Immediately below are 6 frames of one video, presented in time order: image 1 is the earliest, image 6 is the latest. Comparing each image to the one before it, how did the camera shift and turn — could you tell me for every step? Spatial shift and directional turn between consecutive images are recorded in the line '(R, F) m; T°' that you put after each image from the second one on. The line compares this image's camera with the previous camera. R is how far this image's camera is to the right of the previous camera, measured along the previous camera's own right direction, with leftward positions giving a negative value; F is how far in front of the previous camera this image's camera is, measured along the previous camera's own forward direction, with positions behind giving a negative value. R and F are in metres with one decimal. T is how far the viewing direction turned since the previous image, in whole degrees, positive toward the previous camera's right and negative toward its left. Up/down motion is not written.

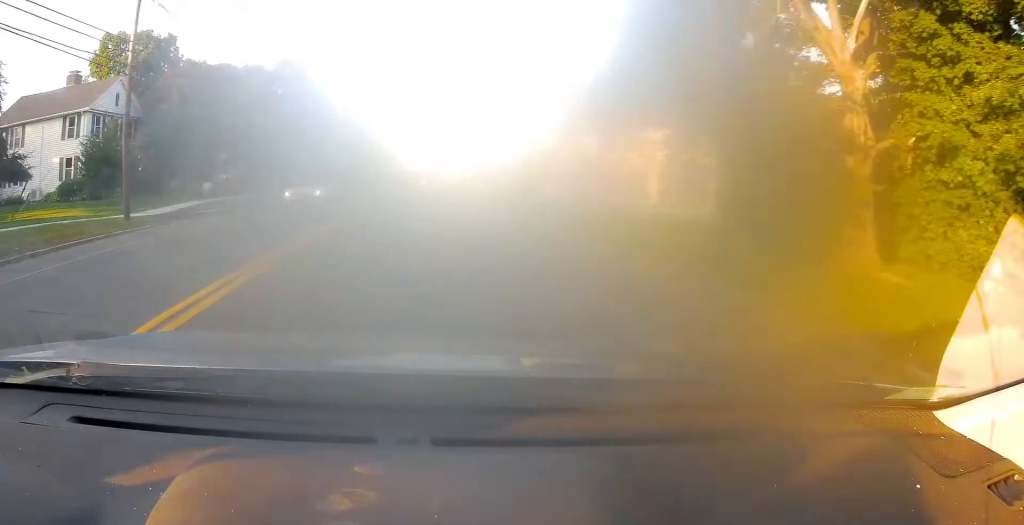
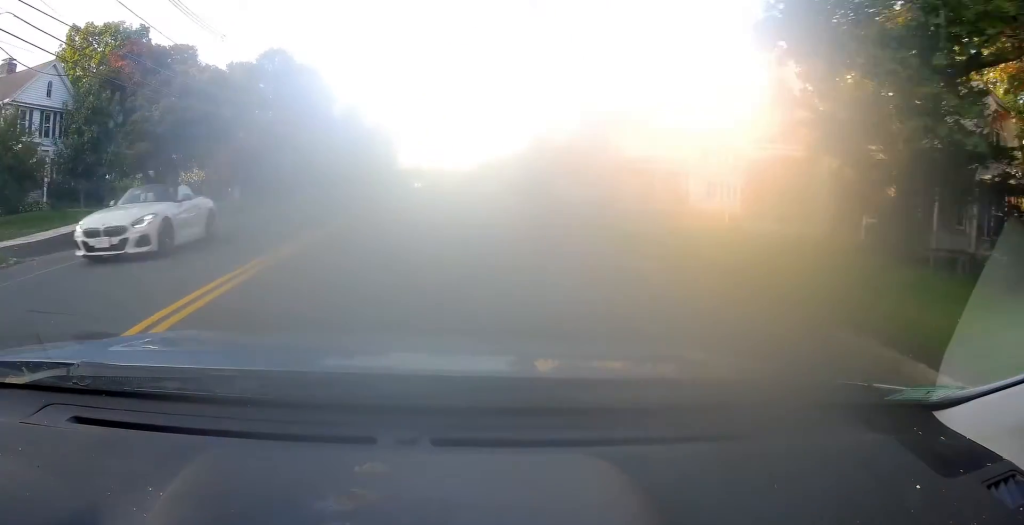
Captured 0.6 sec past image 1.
(+0.4, +8.8) m; +1°
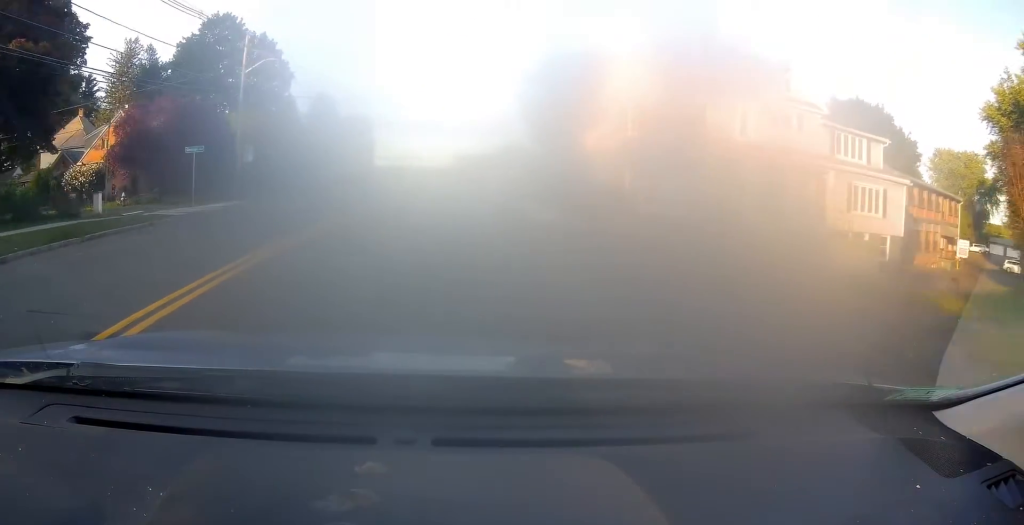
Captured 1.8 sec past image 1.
(+0.3, +17.2) m; +3°
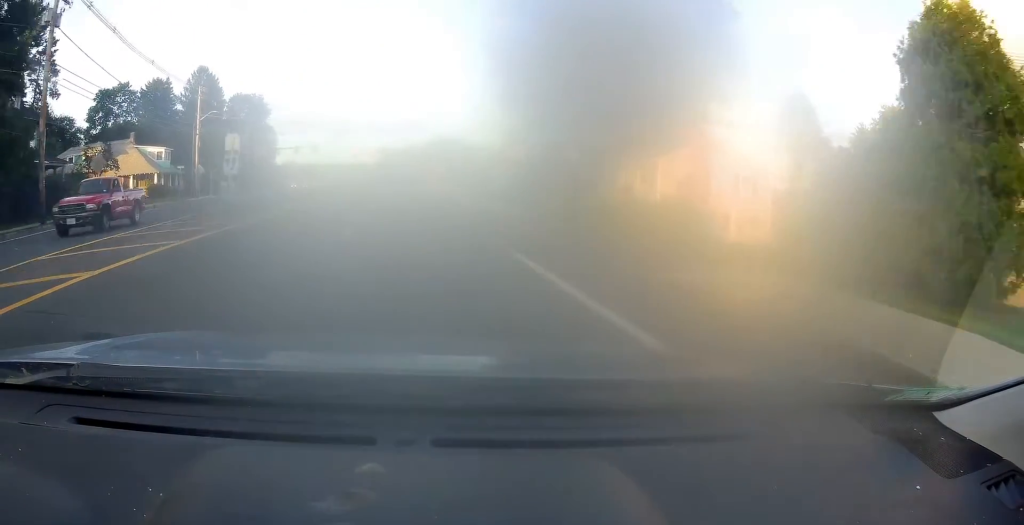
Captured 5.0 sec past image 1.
(+2.7, +41.7) m; +6°
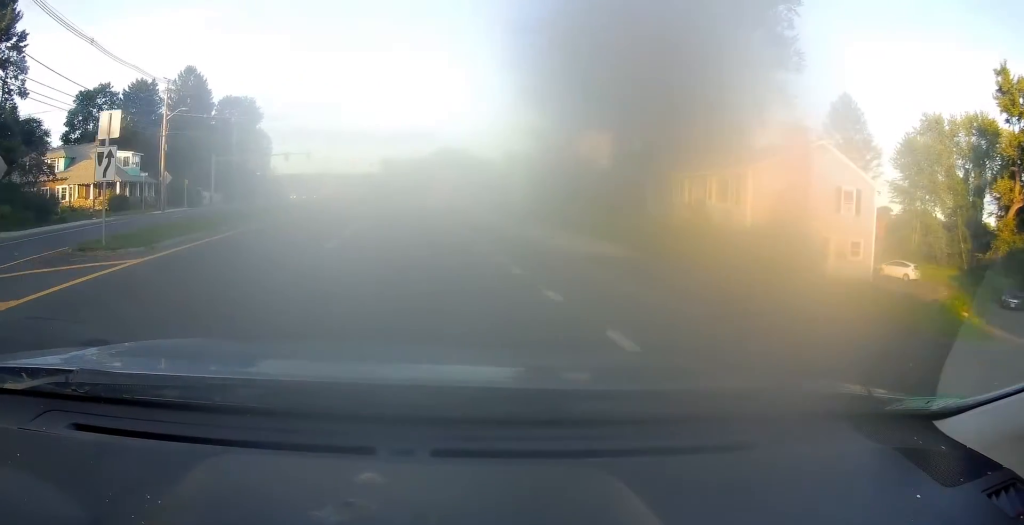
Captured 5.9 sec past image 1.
(+0.6, +9.7) m; -3°
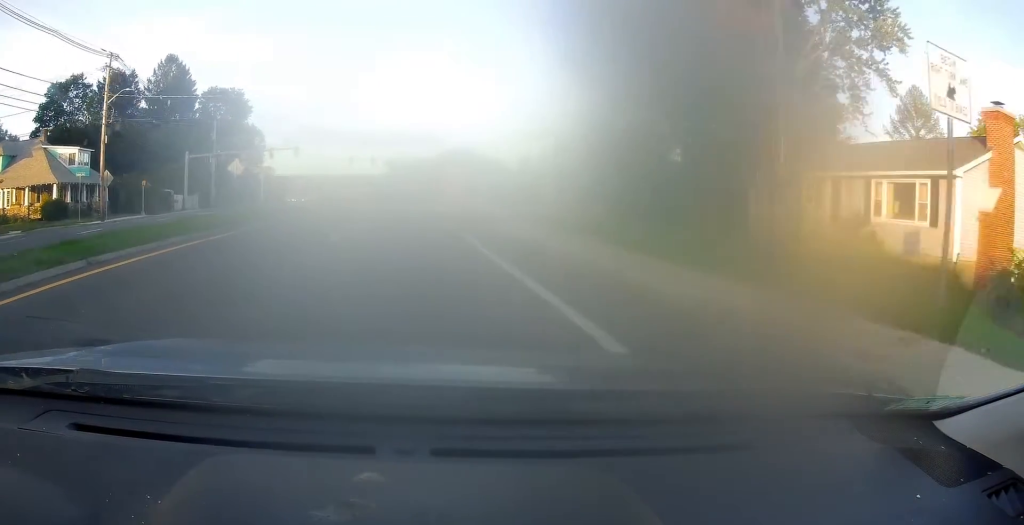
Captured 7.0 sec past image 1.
(-1.2, +12.1) m; -2°
